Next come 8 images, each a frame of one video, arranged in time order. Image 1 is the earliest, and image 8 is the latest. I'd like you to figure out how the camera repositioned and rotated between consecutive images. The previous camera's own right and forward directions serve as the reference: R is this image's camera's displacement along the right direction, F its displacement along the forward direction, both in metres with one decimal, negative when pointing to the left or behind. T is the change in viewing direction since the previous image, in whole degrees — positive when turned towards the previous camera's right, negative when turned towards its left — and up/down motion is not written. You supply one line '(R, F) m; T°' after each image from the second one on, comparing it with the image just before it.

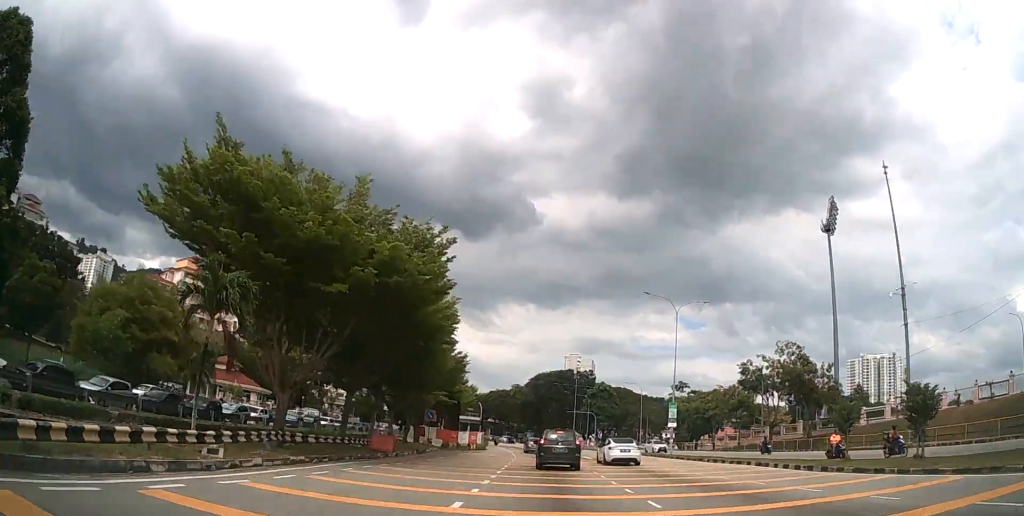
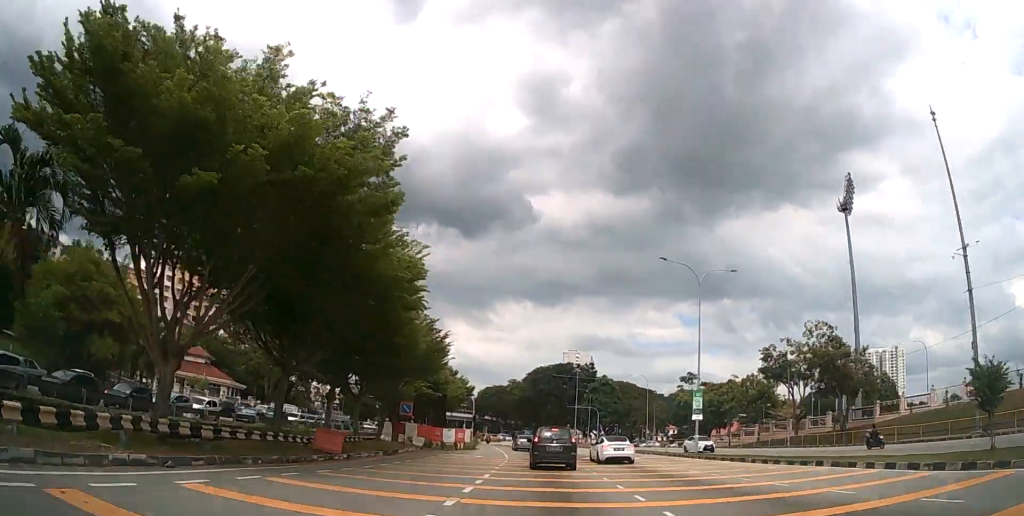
(0.0, +8.0) m; 0°
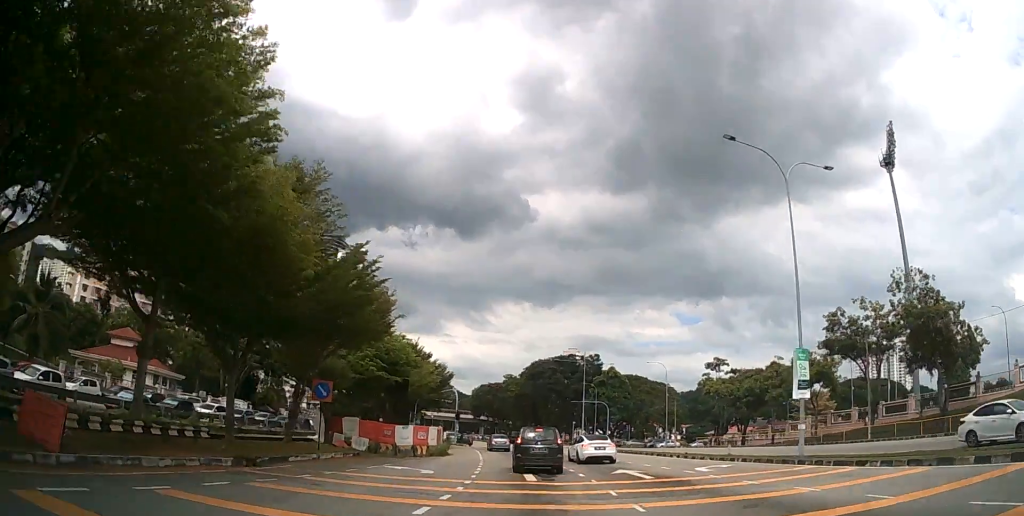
(-0.1, +15.6) m; 0°
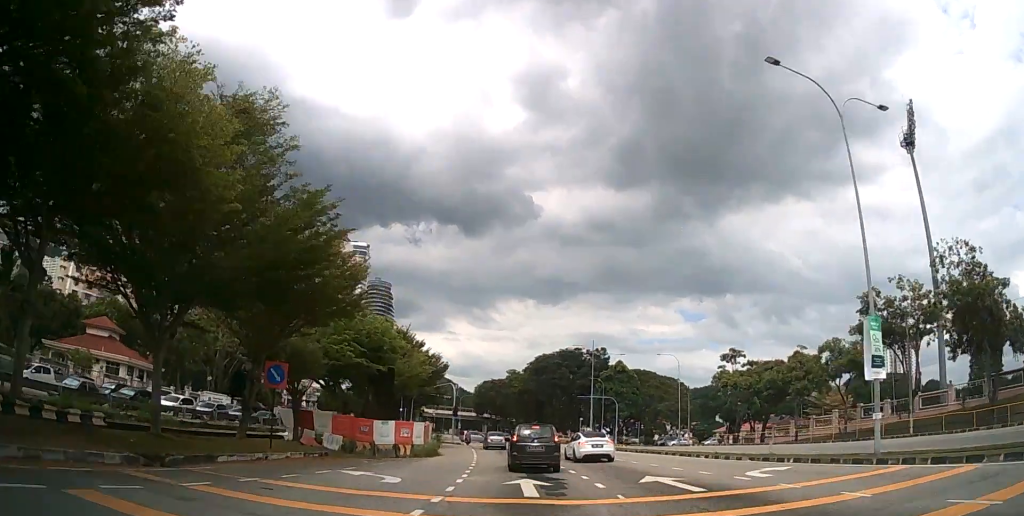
(0.0, +5.2) m; 0°
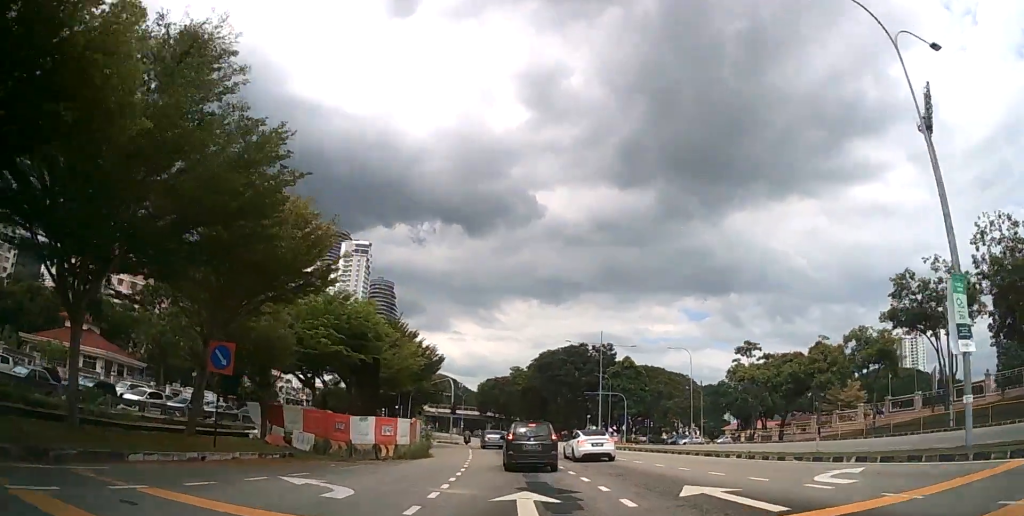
(0.0, +4.0) m; 0°
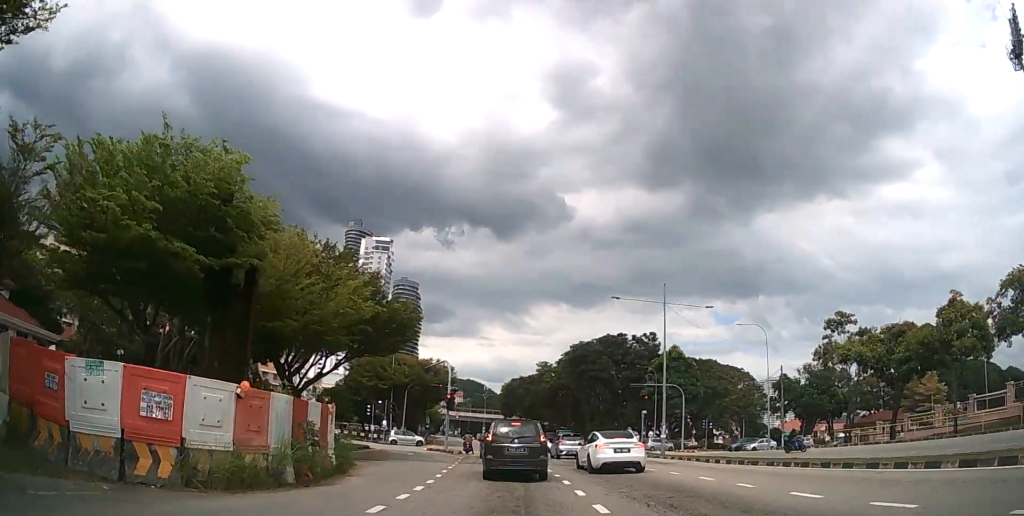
(-0.5, +17.9) m; -4°
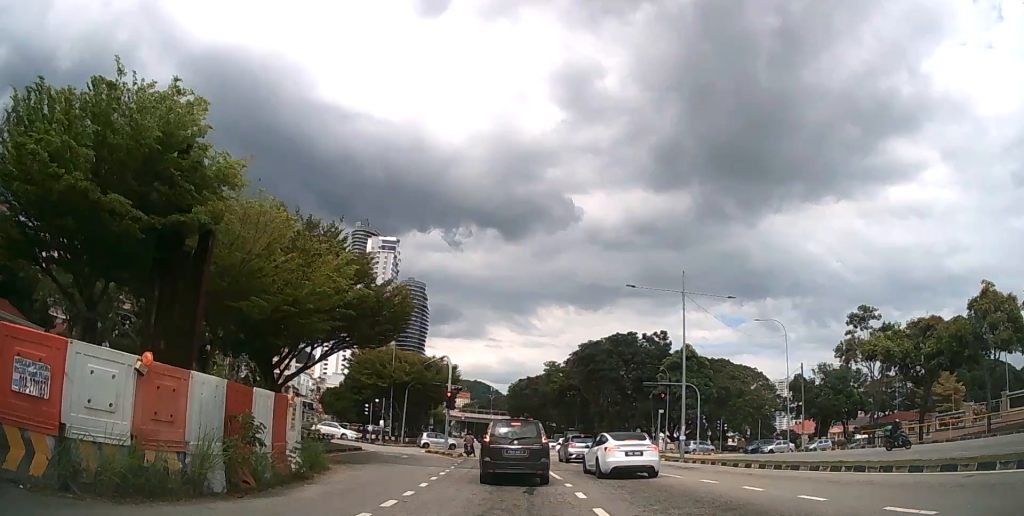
(-0.1, +3.0) m; -1°
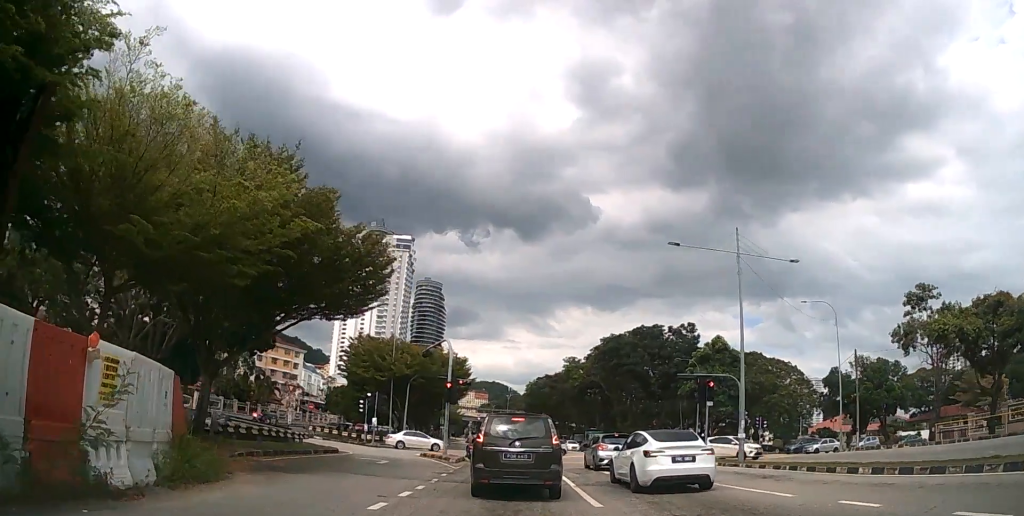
(0.0, +6.9) m; -1°
